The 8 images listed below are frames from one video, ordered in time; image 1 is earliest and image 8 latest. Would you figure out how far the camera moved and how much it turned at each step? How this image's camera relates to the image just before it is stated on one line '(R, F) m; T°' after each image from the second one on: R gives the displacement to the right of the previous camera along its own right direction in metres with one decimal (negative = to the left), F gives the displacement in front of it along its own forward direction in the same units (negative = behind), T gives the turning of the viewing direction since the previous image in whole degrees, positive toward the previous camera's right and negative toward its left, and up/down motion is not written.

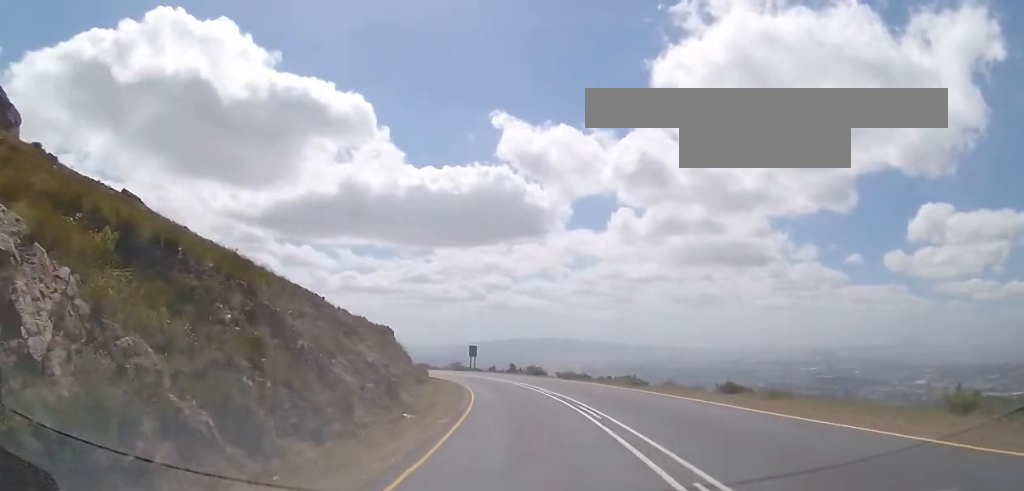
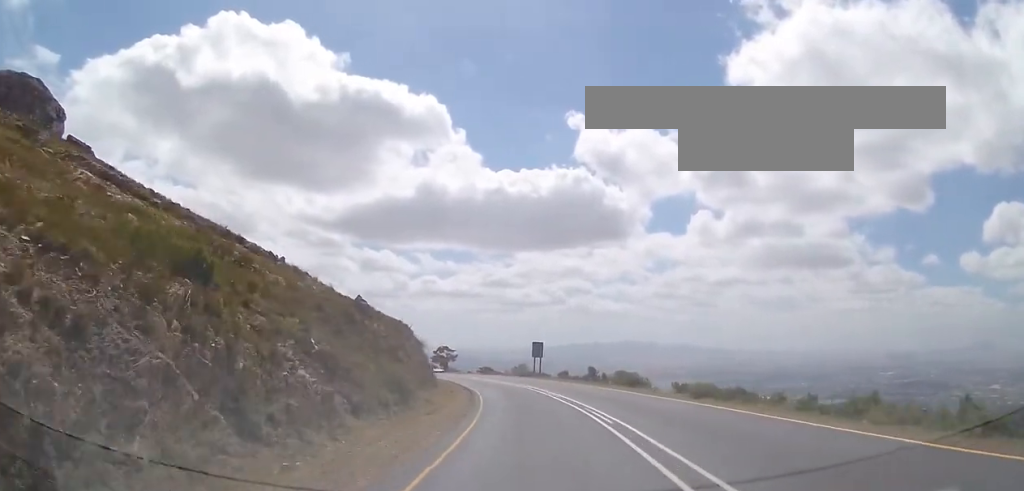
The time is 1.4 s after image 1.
(-2.2, +23.9) m; -8°
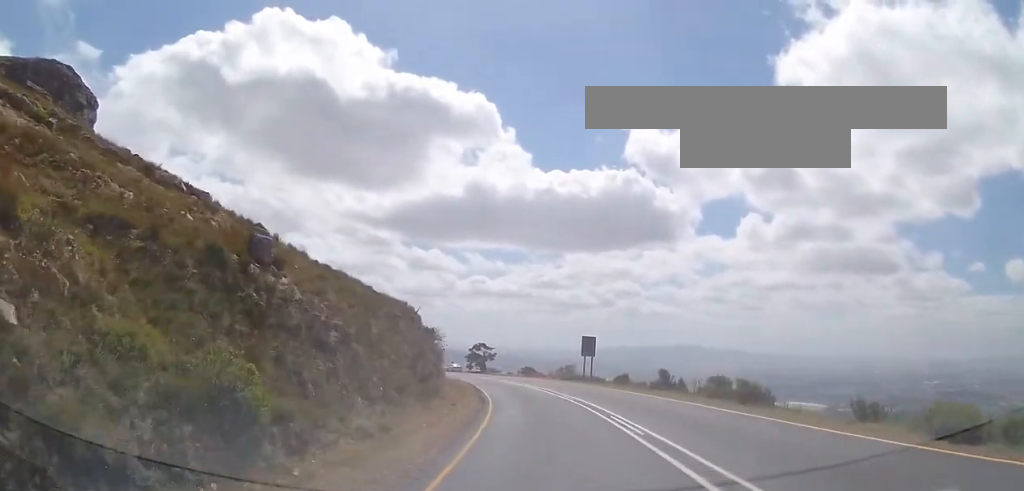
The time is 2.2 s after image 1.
(-0.4, +13.7) m; -4°
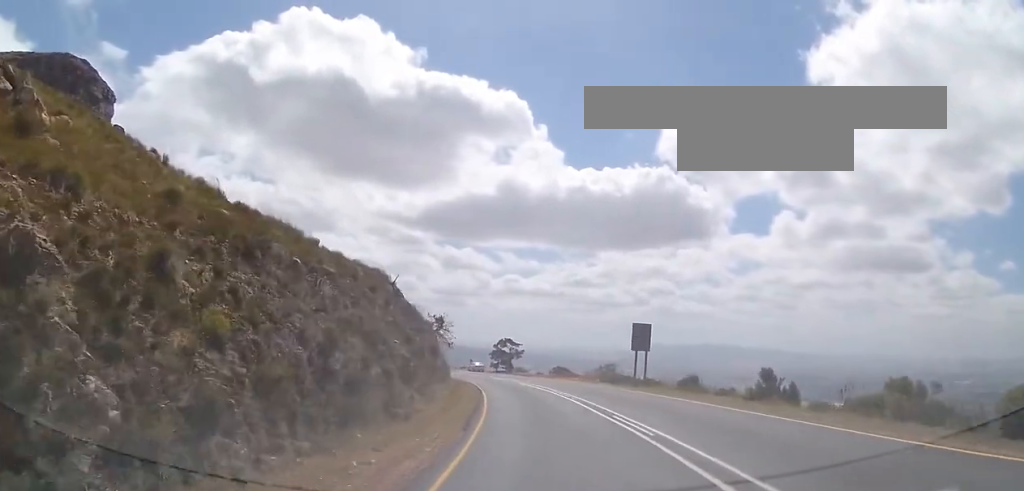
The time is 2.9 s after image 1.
(-0.3, +12.7) m; -3°
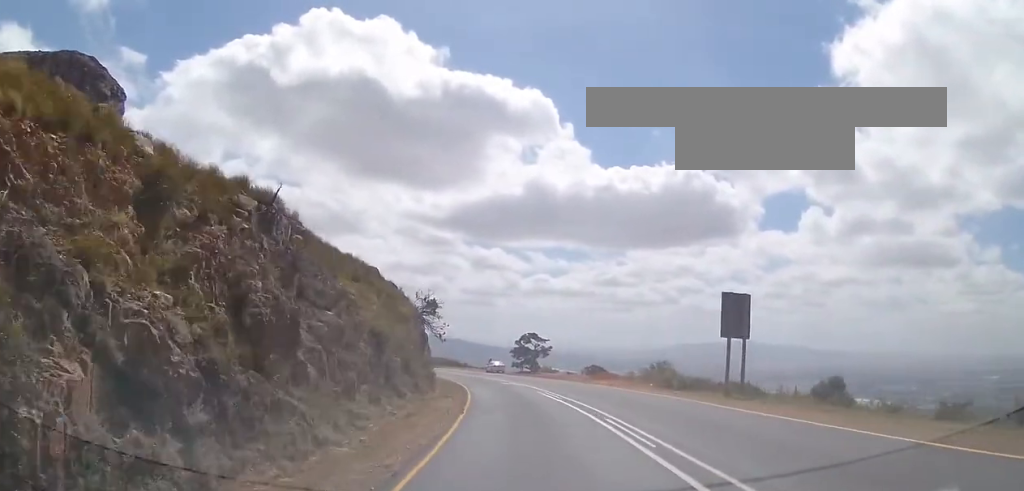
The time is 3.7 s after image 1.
(-0.3, +13.9) m; -5°
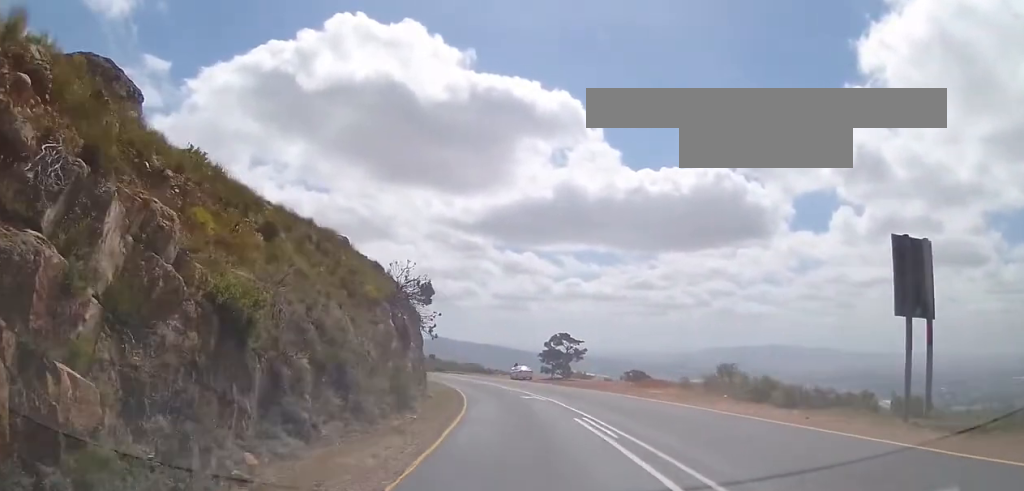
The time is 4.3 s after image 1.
(-0.6, +9.8) m; -3°
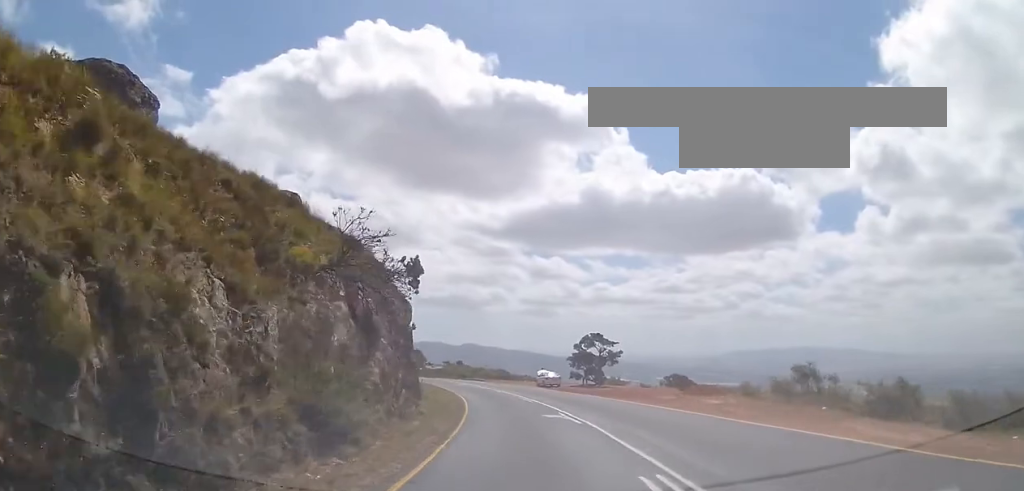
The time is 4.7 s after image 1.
(-0.3, +7.5) m; -2°
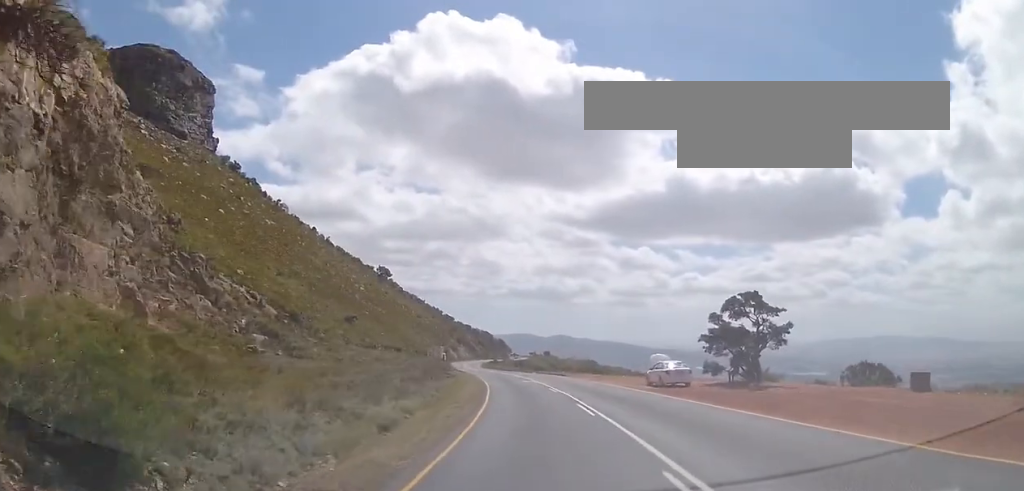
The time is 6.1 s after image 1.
(-0.7, +23.6) m; -6°
